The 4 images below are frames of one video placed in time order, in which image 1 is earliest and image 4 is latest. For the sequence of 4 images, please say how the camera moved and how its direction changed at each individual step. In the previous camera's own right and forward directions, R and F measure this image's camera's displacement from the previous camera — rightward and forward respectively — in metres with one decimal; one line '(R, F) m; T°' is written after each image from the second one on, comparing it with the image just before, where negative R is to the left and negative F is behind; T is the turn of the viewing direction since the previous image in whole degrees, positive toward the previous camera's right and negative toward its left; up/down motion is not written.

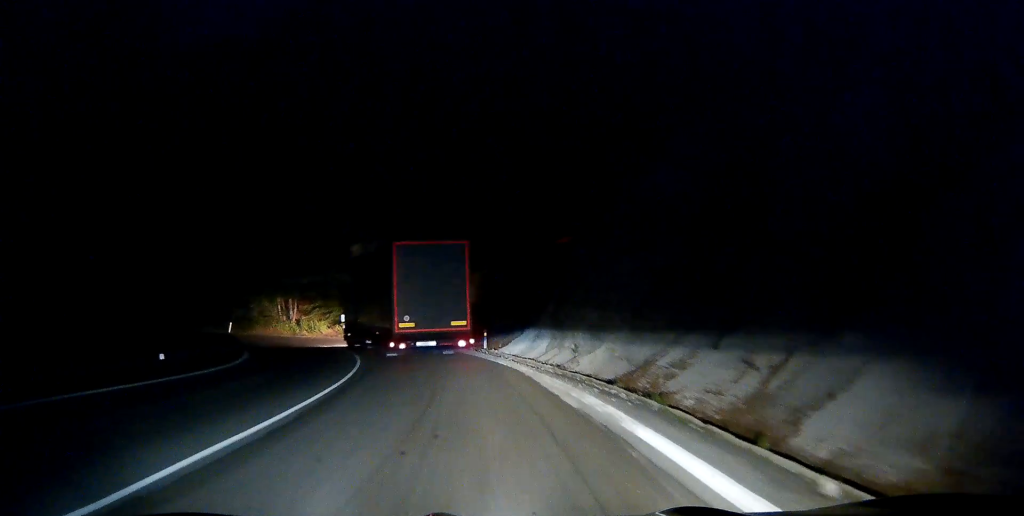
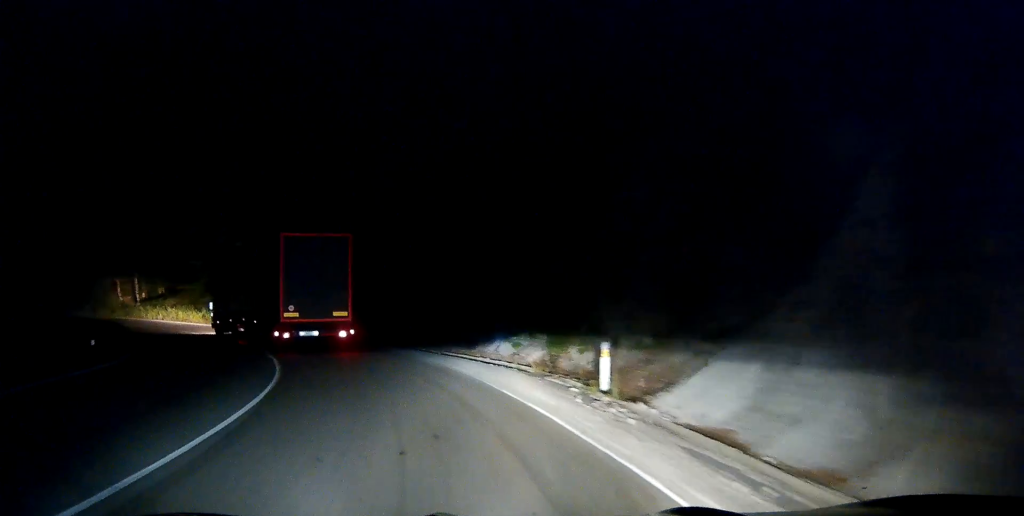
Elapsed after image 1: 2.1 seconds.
(-0.6, +21.2) m; -10°
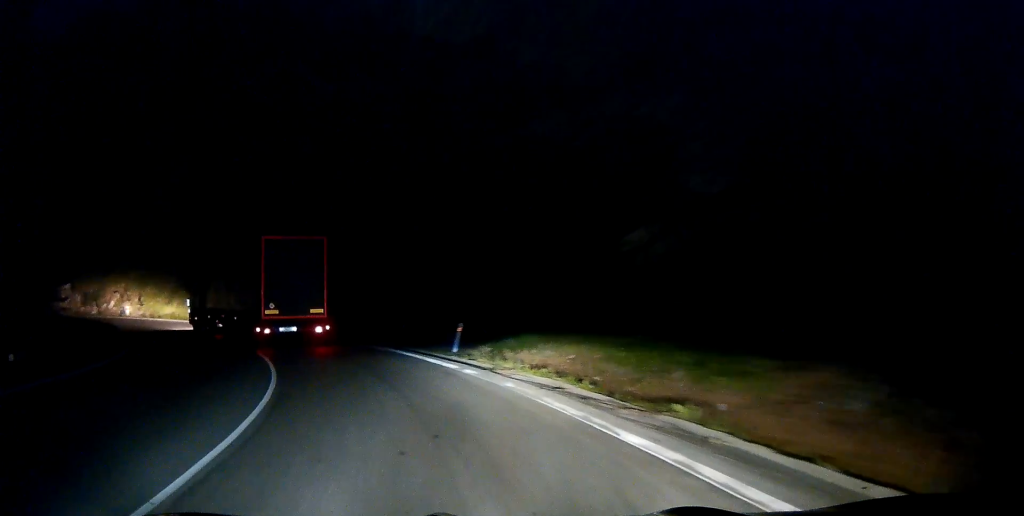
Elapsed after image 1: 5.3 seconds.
(-8.5, +27.7) m; -28°
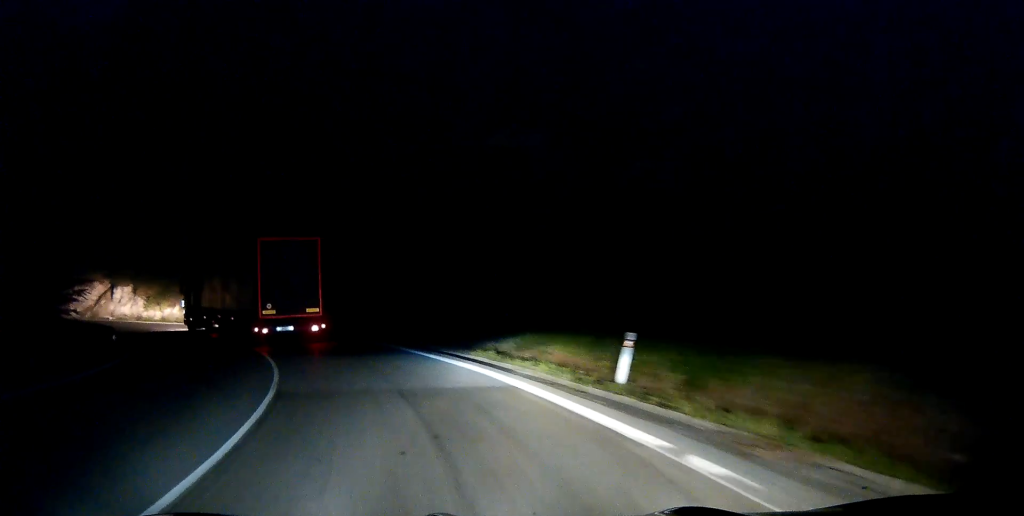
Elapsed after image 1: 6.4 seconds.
(-0.3, +10.5) m; -9°
